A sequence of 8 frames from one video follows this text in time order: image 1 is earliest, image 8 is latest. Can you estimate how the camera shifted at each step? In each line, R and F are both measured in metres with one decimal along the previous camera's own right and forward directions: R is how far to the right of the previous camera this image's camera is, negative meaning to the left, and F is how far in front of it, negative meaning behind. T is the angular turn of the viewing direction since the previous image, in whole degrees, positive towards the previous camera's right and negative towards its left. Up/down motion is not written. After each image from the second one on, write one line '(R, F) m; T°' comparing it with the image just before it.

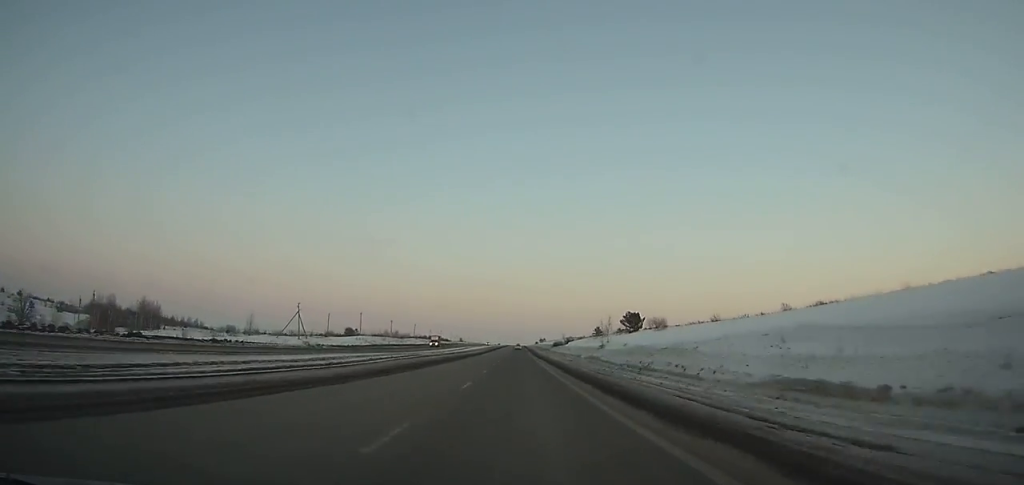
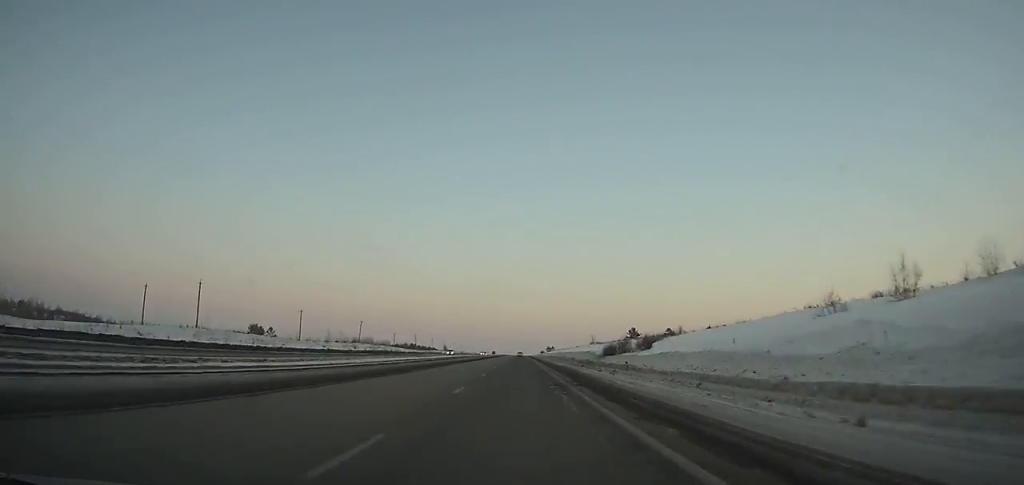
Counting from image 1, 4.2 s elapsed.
(+0.1, +109.2) m; 0°
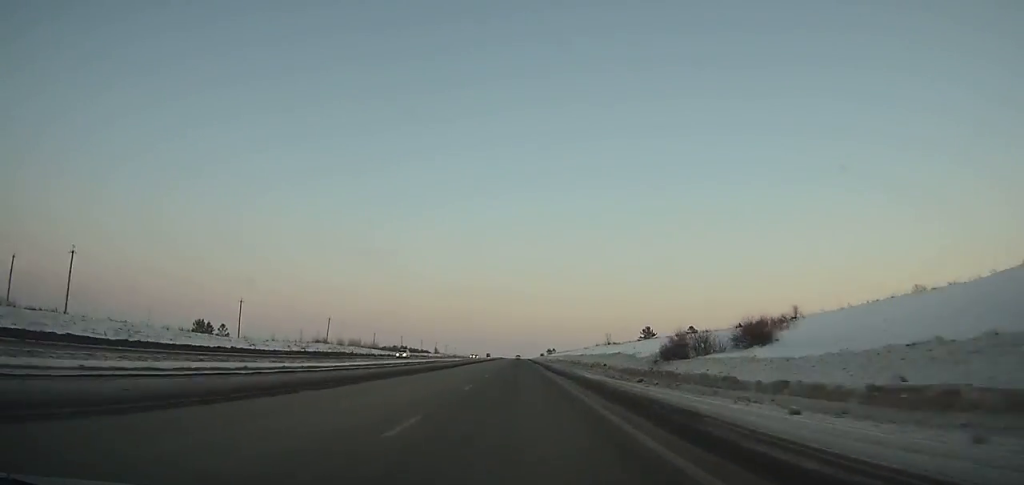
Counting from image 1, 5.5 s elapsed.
(0.0, +33.6) m; 0°
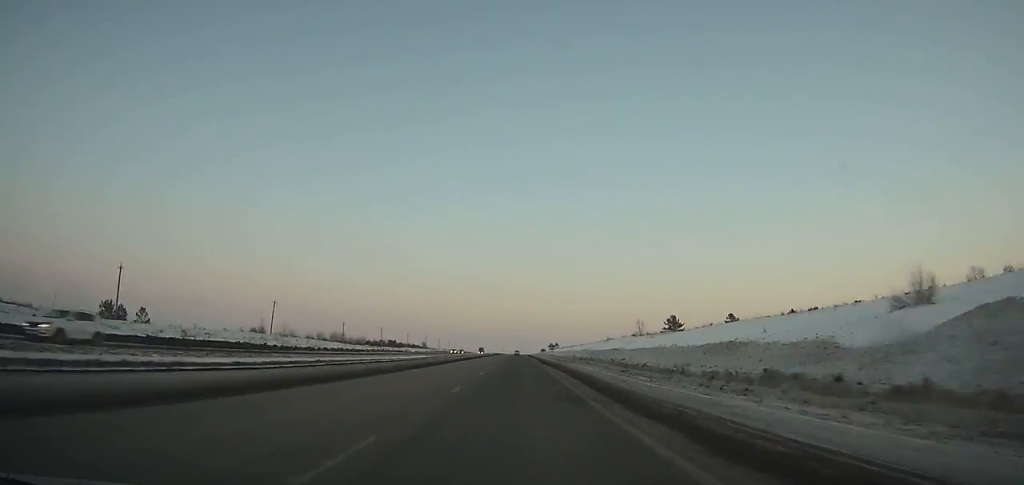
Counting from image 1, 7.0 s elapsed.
(0.0, +38.9) m; 0°
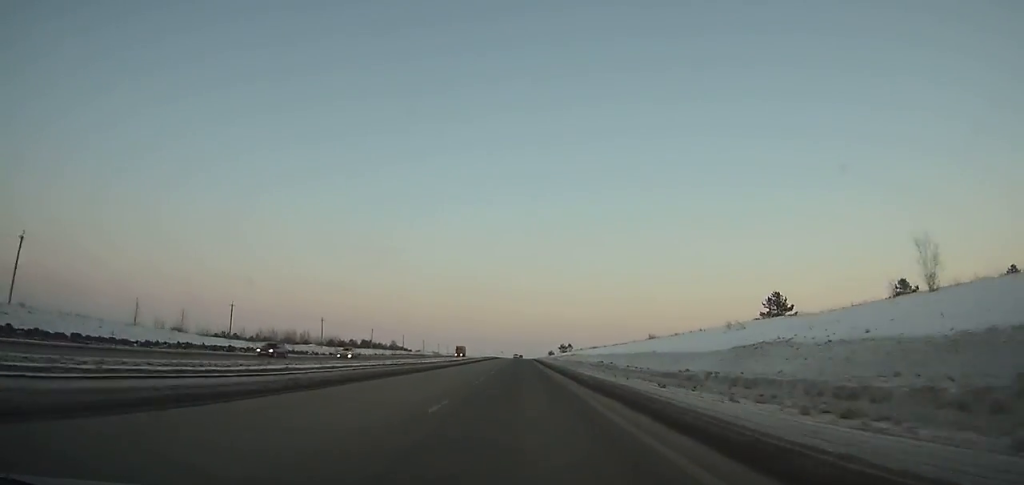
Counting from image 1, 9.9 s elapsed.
(0.0, +74.8) m; 0°
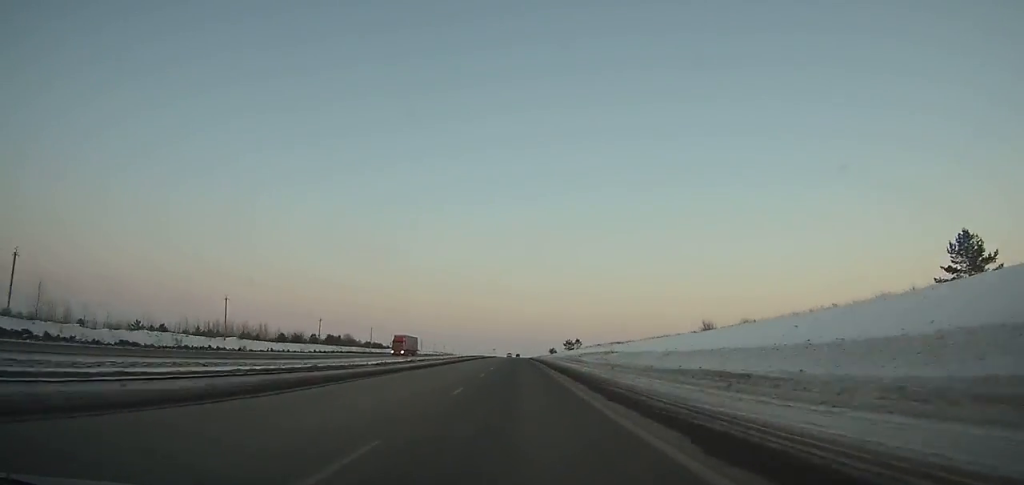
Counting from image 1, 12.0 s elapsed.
(-0.1, +54.1) m; 0°
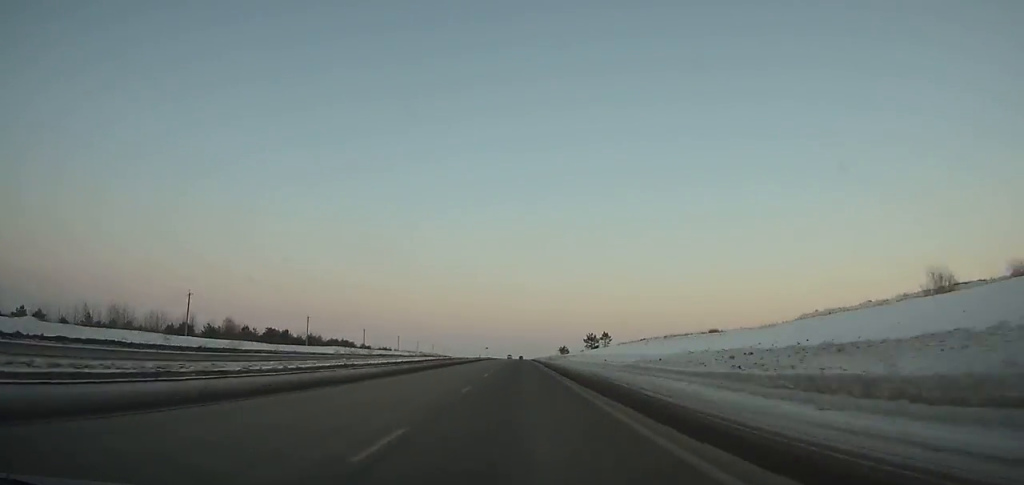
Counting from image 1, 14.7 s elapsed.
(-0.2, +69.4) m; 0°
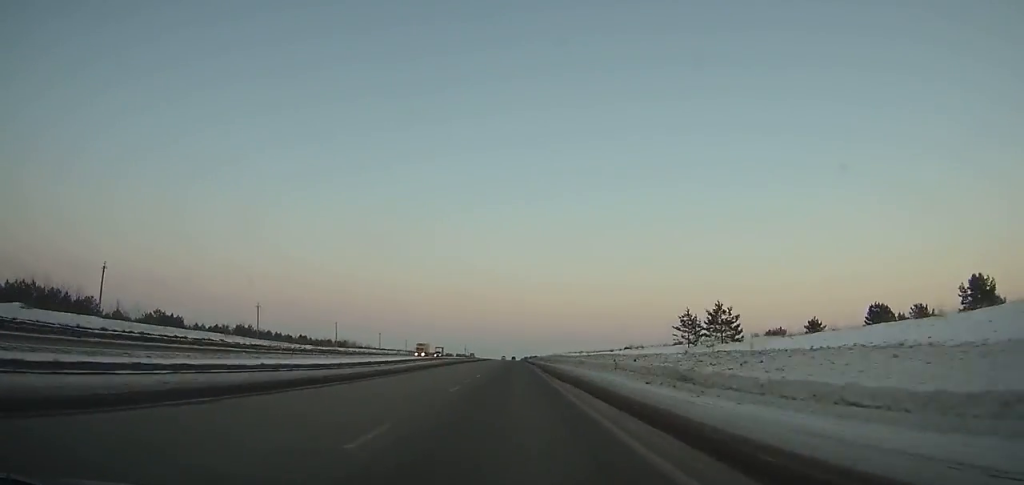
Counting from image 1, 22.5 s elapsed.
(+0.7, +202.5) m; 0°
